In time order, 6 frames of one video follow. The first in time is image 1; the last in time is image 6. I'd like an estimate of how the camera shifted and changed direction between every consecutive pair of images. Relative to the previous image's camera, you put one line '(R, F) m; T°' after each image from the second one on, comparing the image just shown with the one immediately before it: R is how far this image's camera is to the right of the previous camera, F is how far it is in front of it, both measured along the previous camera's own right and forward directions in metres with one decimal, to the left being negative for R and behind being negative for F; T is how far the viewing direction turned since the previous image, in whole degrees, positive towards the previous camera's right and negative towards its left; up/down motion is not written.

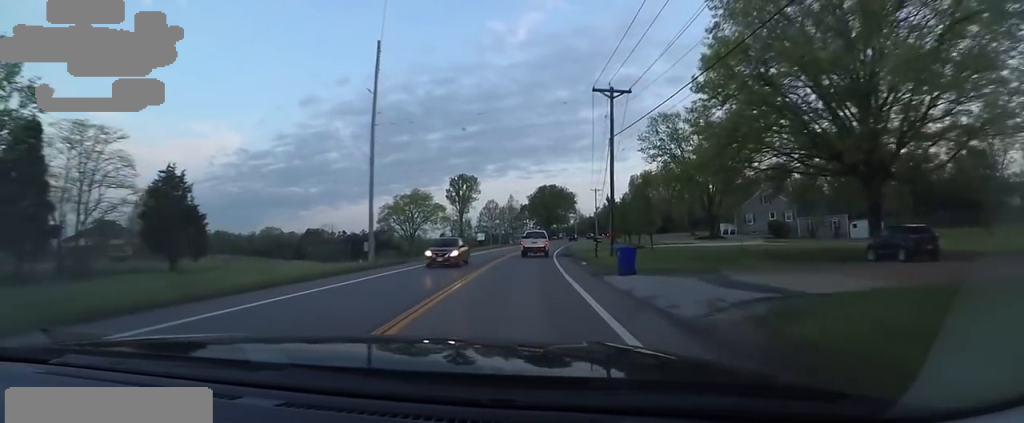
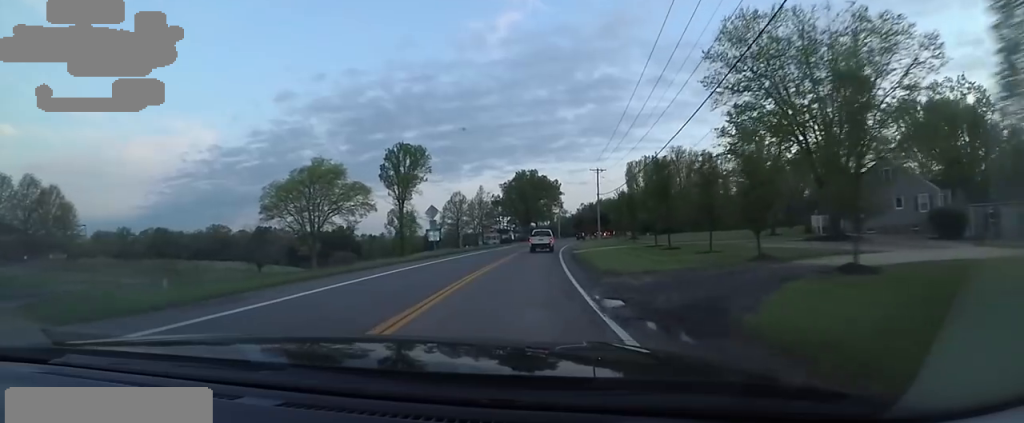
(+1.2, +29.1) m; +5°
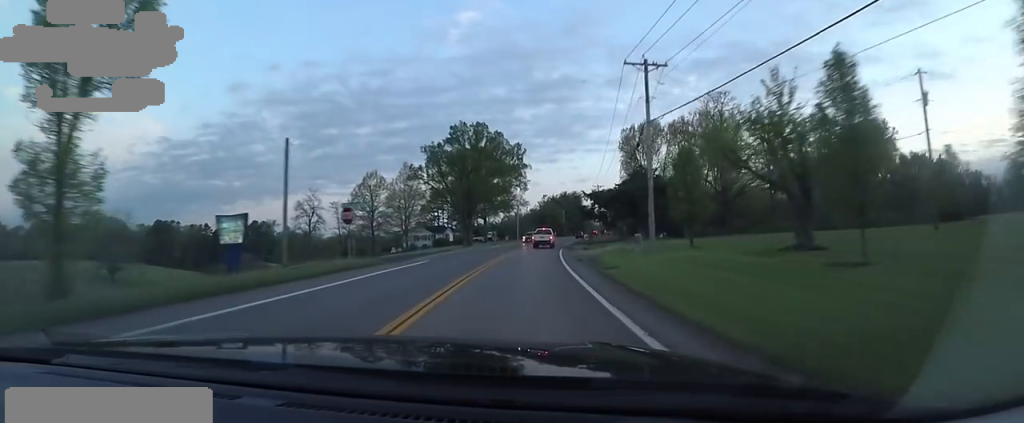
(+1.8, +42.0) m; +4°
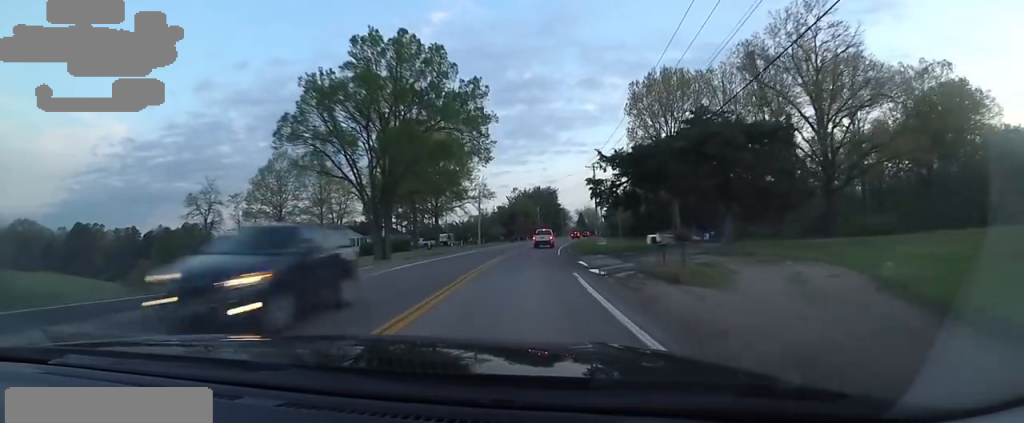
(+0.6, +27.1) m; +5°
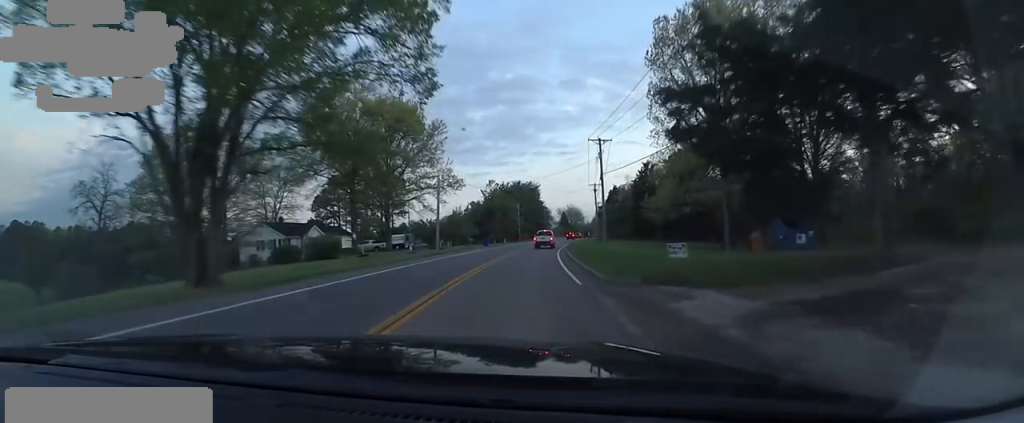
(+1.1, +19.6) m; +4°
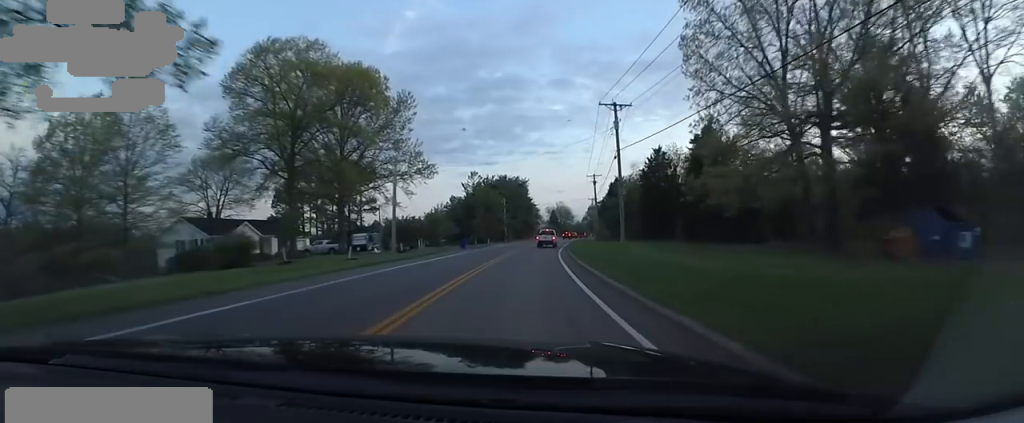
(+0.3, +13.3) m; 0°
